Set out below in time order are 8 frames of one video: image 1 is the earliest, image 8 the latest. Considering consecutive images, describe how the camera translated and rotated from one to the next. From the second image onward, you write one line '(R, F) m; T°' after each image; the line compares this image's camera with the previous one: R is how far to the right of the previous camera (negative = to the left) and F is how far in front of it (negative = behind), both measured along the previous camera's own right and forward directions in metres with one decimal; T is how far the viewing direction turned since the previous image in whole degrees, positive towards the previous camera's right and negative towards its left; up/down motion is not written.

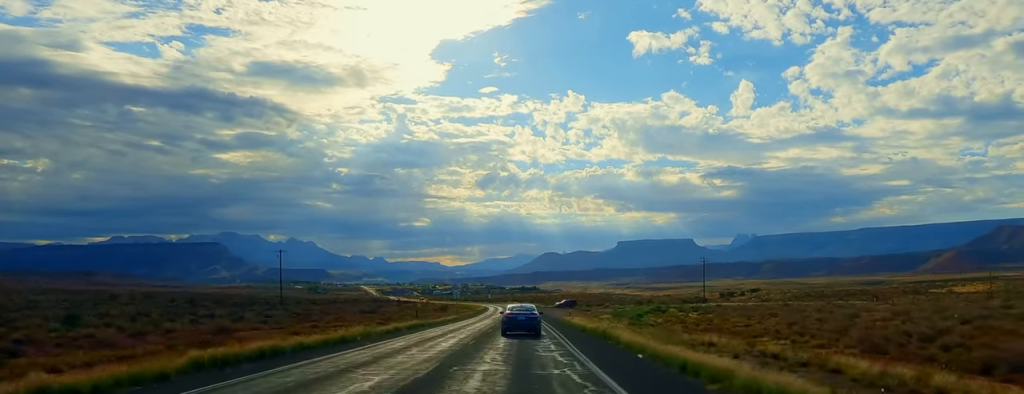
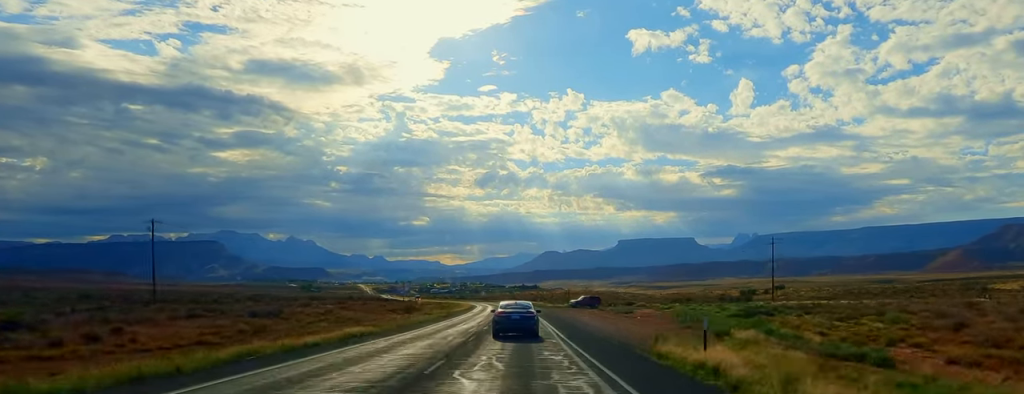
(-0.4, +47.0) m; -1°
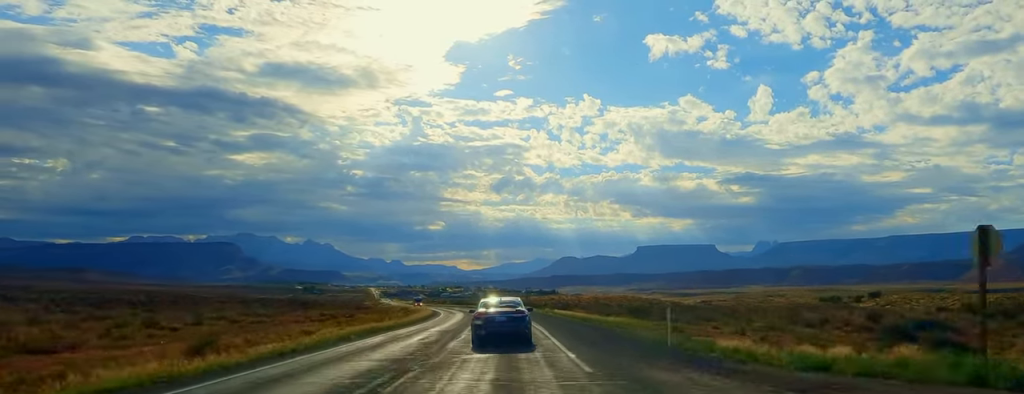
(-1.6, +97.8) m; -1°
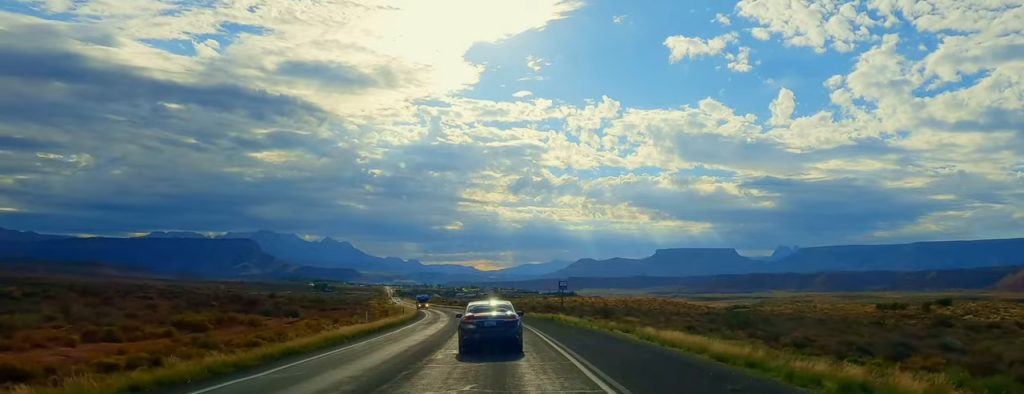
(0.0, +39.6) m; -2°
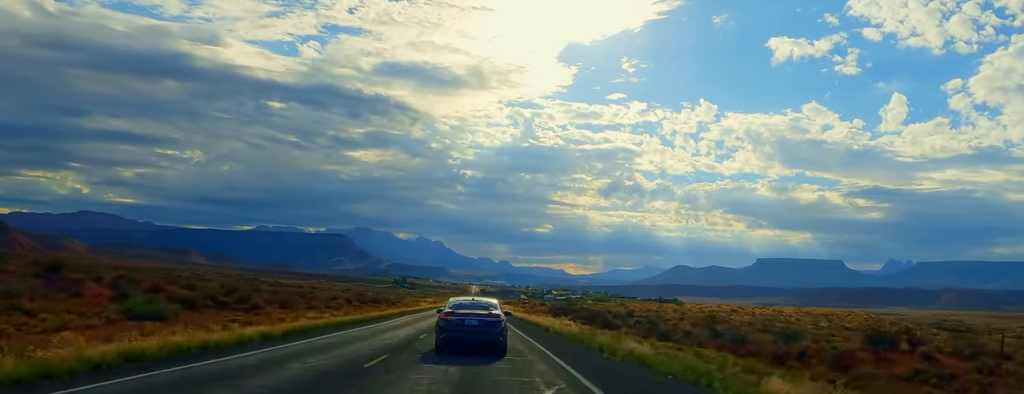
(-13.1, +123.5) m; -8°
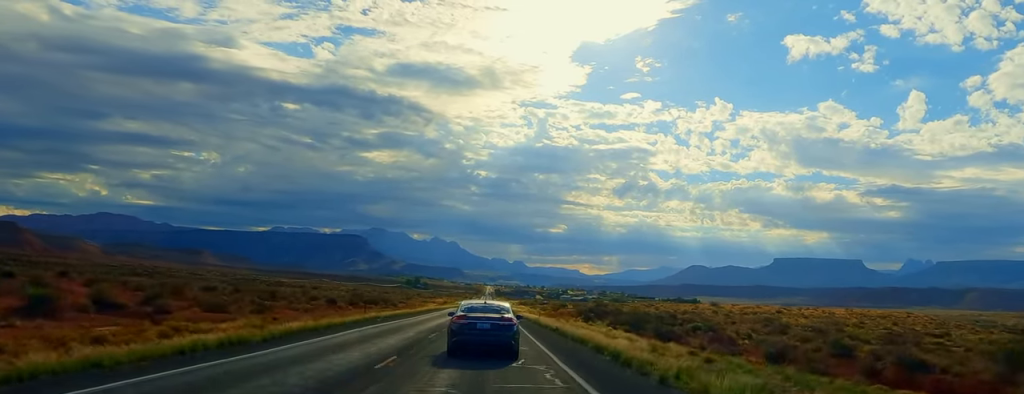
(+0.7, +23.5) m; 0°
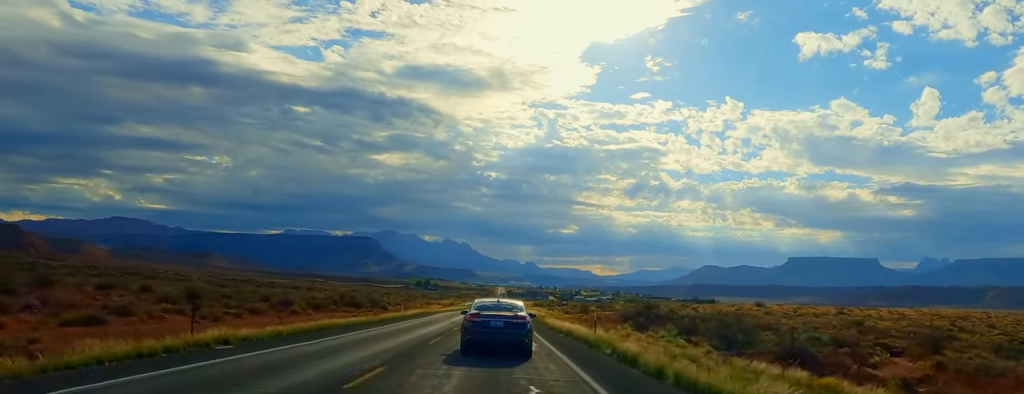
(+0.7, +28.0) m; 0°
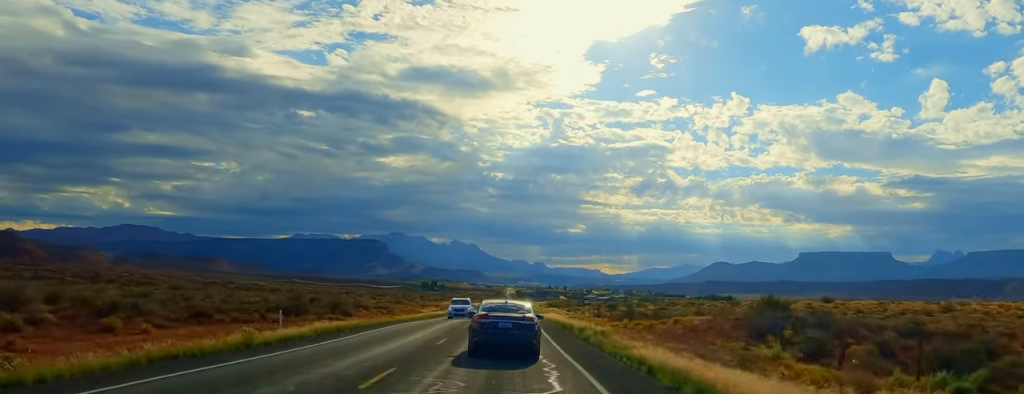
(-0.9, +35.7) m; 0°
